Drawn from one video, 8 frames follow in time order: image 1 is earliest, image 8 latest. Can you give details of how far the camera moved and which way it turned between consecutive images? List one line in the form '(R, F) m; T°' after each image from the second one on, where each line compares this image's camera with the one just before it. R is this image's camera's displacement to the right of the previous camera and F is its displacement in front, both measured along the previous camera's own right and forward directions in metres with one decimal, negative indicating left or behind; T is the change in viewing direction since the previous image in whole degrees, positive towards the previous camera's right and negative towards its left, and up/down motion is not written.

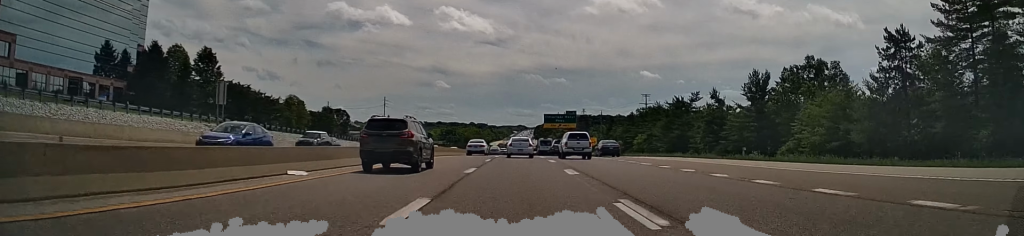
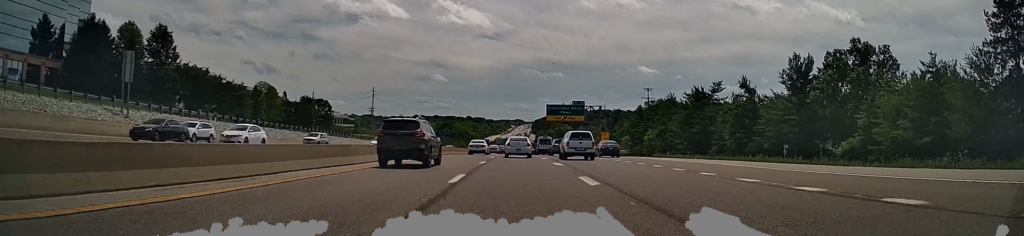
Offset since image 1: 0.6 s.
(+0.4, +17.4) m; 0°
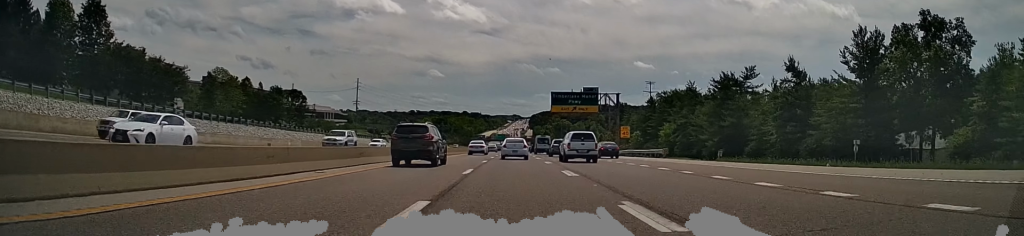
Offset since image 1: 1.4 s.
(+0.1, +19.9) m; 0°
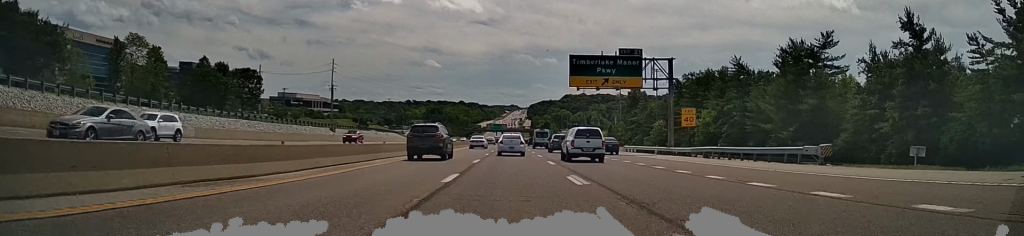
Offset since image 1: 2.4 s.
(-0.4, +28.5) m; 0°
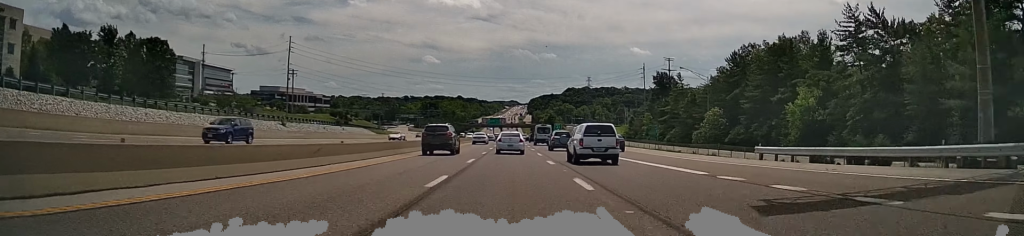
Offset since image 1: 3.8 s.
(+0.5, +37.3) m; +1°
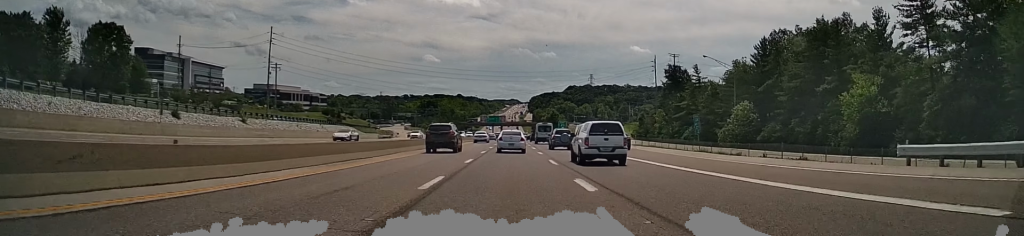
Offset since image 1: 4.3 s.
(-0.1, +12.6) m; 0°
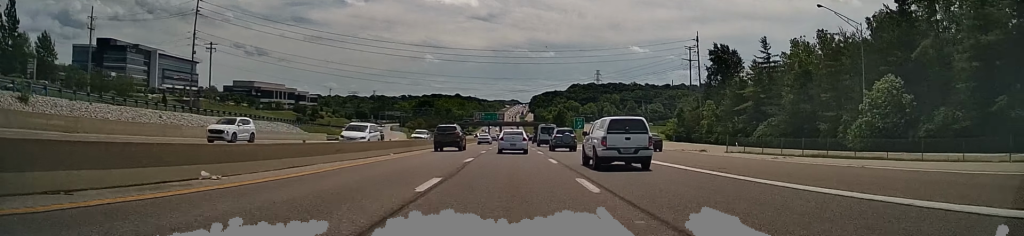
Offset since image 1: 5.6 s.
(-0.4, +35.6) m; 0°
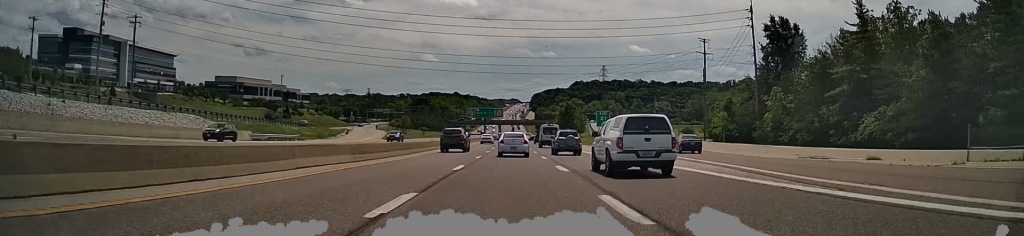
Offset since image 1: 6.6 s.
(+0.3, +28.1) m; +1°
